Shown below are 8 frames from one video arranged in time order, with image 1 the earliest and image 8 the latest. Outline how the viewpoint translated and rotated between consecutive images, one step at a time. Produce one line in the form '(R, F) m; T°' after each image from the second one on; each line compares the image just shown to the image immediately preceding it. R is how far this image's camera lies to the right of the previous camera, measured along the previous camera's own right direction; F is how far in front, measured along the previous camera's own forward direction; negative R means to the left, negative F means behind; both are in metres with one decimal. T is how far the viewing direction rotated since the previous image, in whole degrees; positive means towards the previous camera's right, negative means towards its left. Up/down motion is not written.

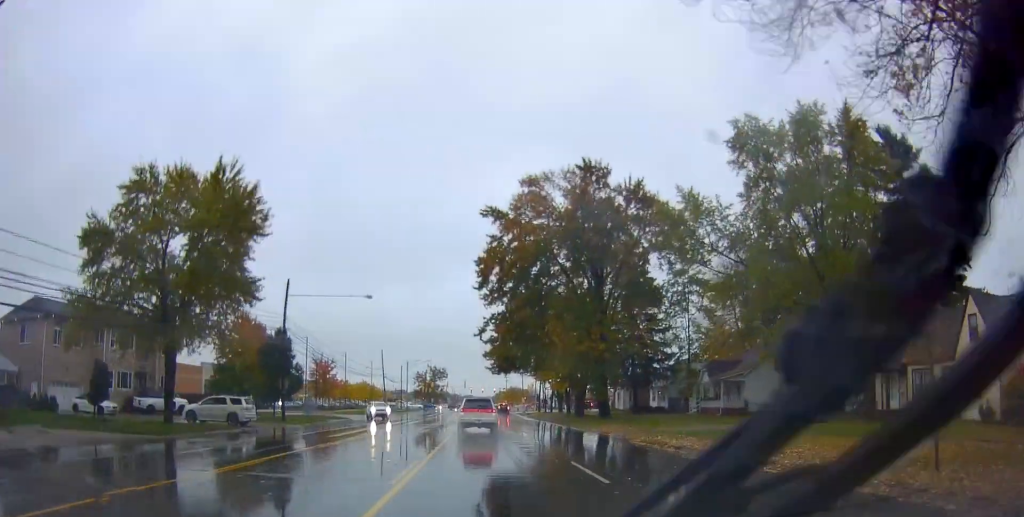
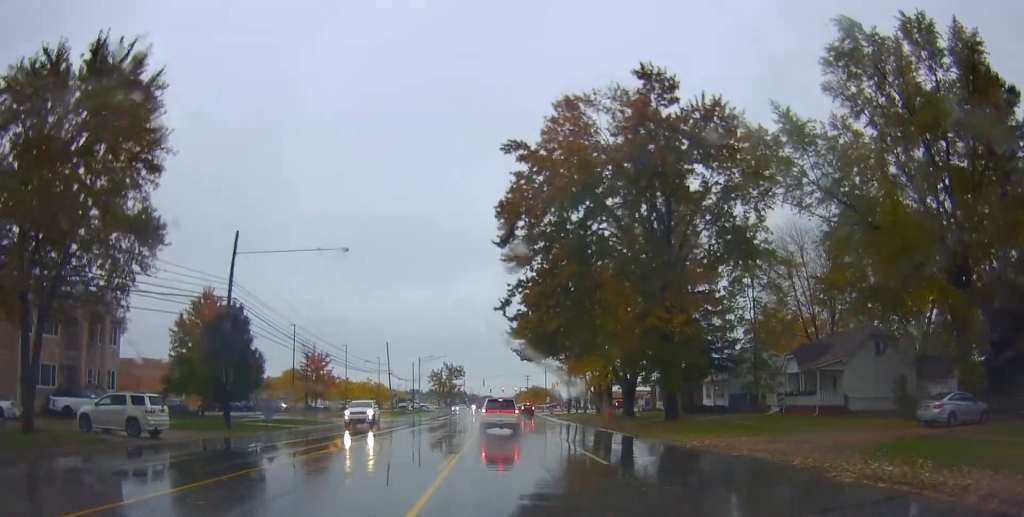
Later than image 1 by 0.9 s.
(+0.2, +14.3) m; -1°
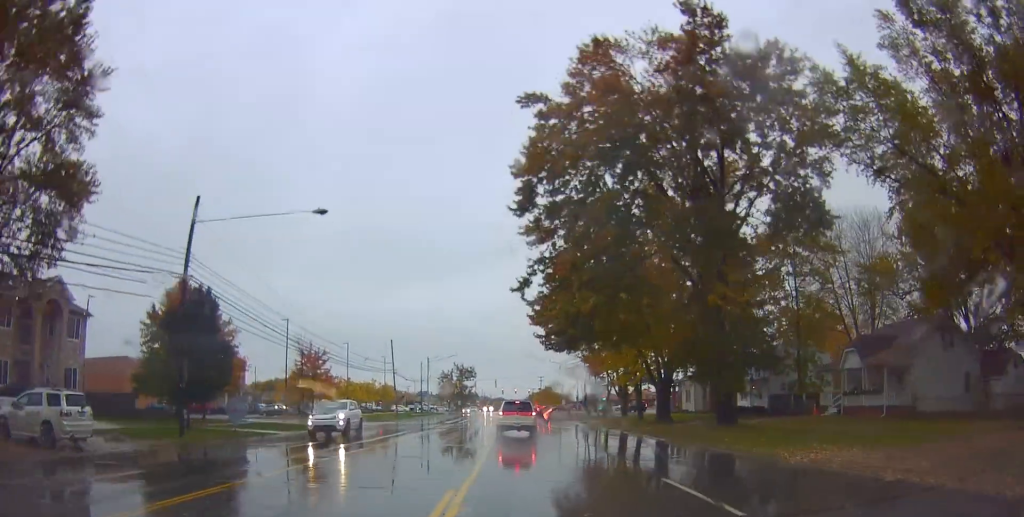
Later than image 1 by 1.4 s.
(0.0, +6.8) m; -2°
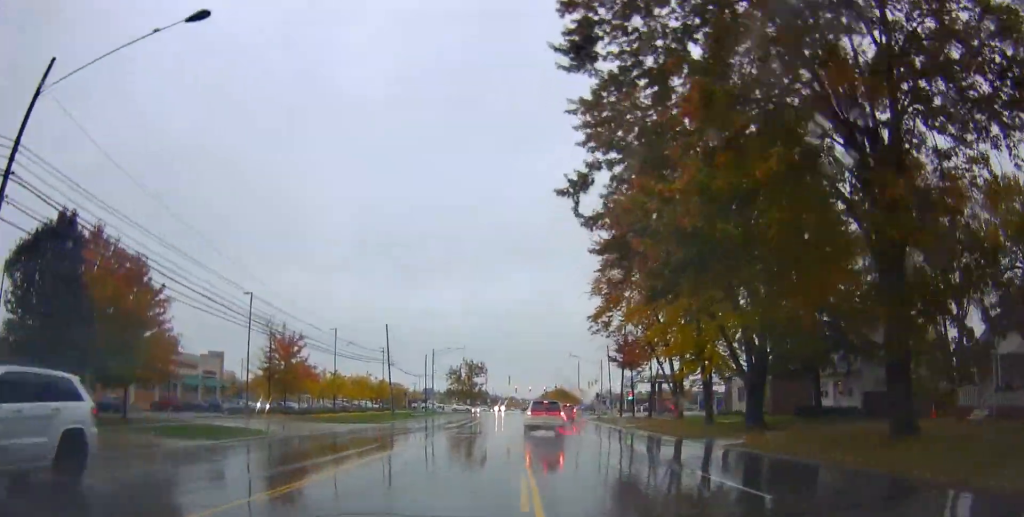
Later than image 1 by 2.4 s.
(-0.4, +13.3) m; -4°
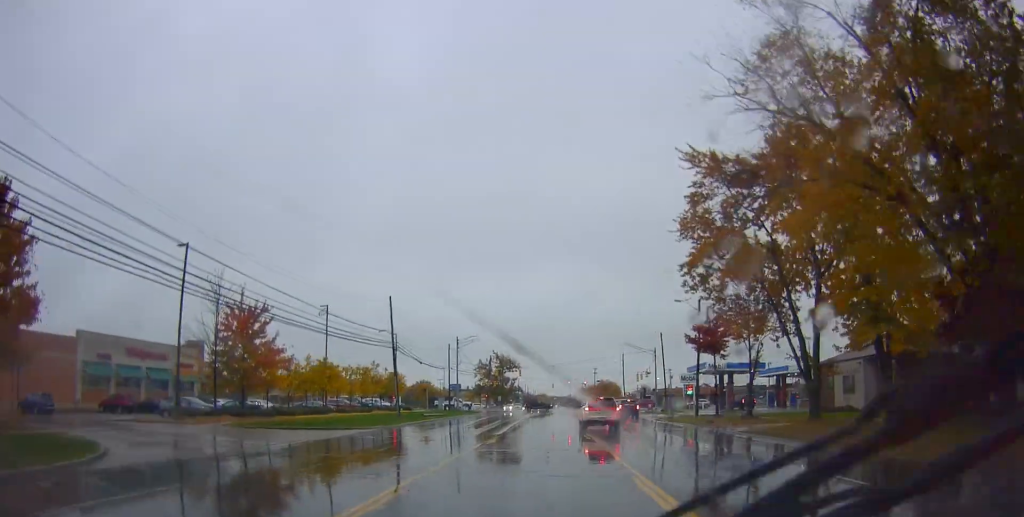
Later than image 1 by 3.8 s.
(-0.7, +17.0) m; -5°
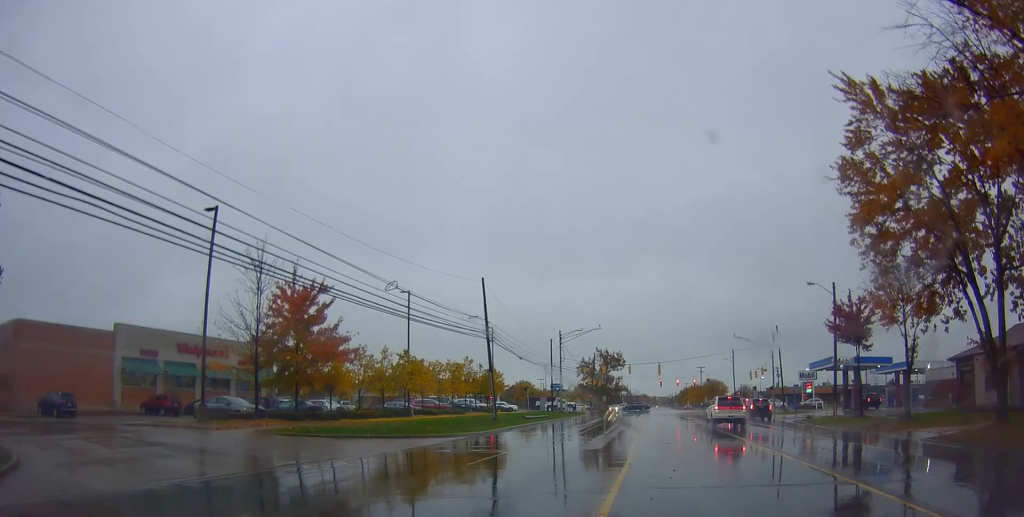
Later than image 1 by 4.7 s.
(-0.2, +9.0) m; -7°
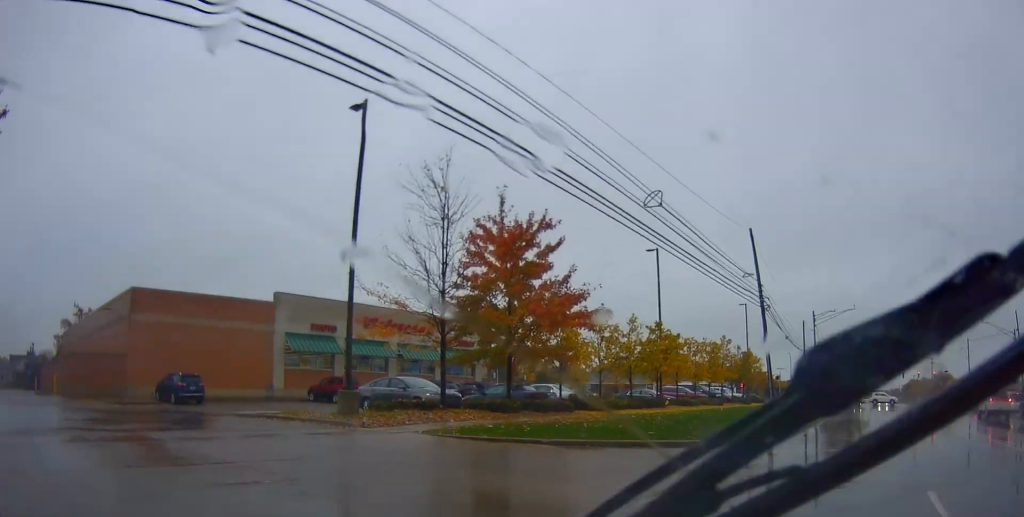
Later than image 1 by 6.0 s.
(-1.8, +10.8) m; -21°
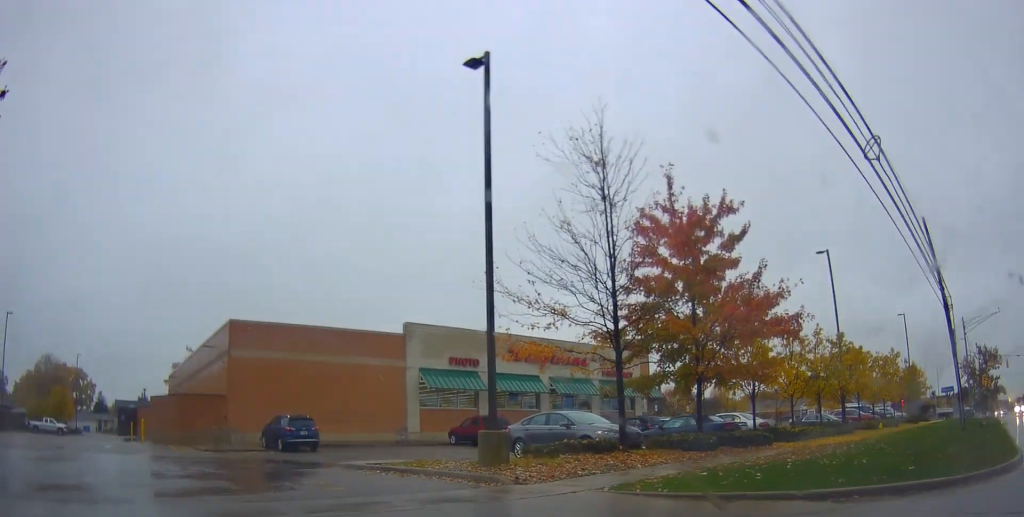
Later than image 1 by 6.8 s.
(-0.8, +5.8) m; -17°
